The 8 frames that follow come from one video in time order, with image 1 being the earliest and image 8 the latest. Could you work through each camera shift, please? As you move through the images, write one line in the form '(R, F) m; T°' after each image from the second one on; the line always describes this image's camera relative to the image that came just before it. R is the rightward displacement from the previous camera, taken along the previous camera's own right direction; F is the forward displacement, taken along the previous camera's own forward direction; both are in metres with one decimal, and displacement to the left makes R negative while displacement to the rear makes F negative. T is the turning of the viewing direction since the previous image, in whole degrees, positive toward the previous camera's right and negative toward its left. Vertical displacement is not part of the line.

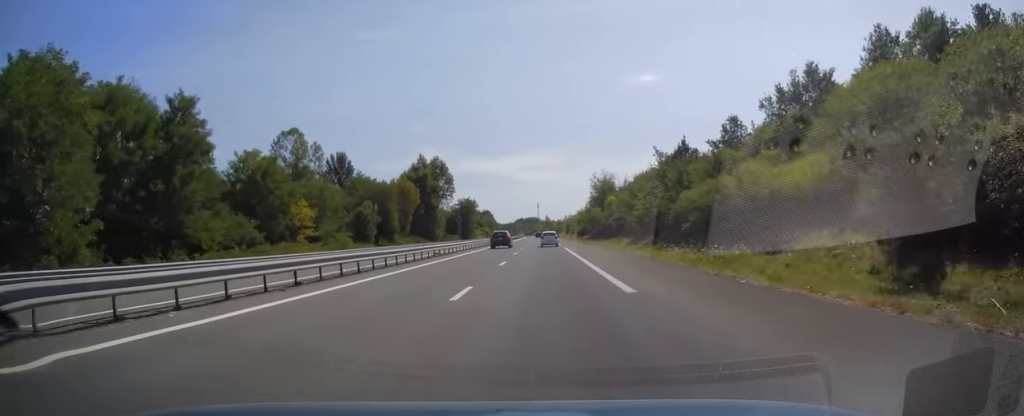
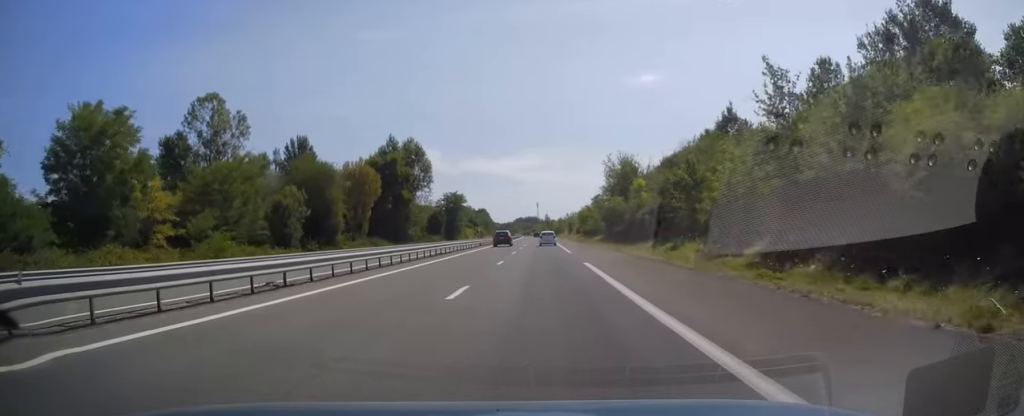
(-0.1, +26.4) m; -1°
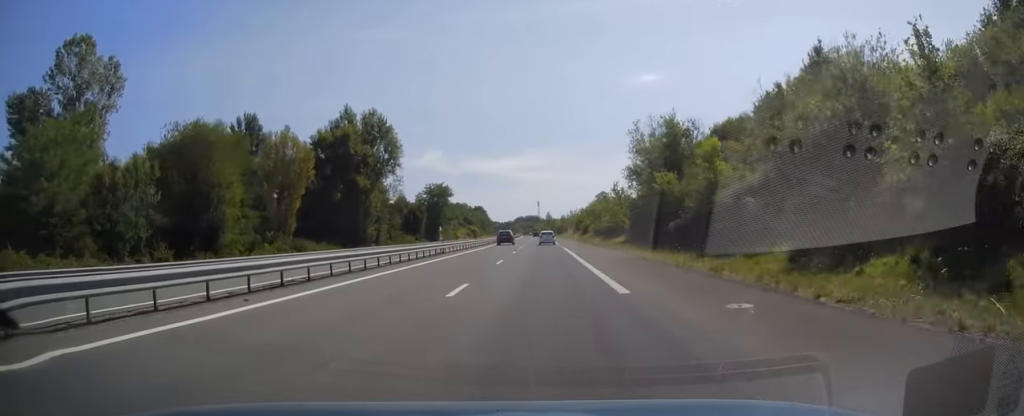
(-0.3, +25.9) m; 0°
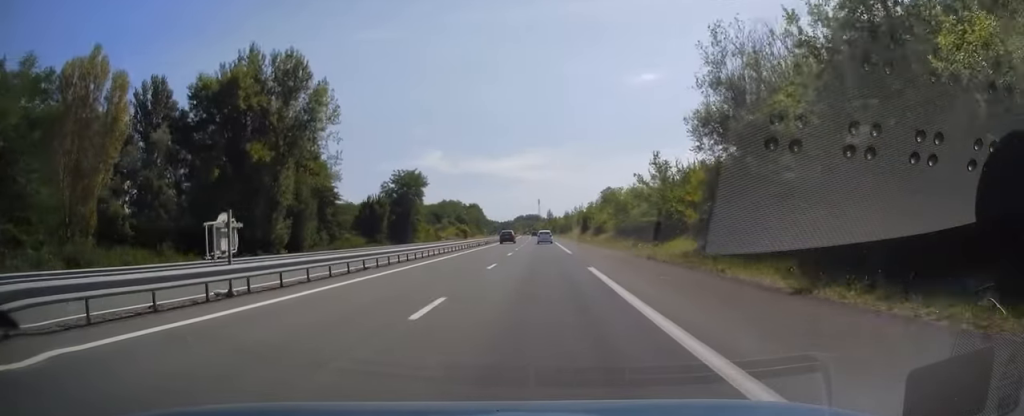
(+0.4, +29.9) m; +1°
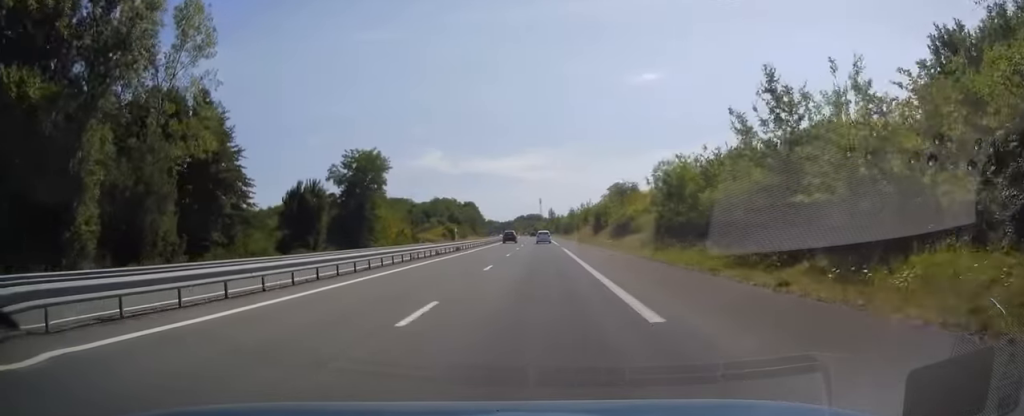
(0.0, +27.0) m; -1°
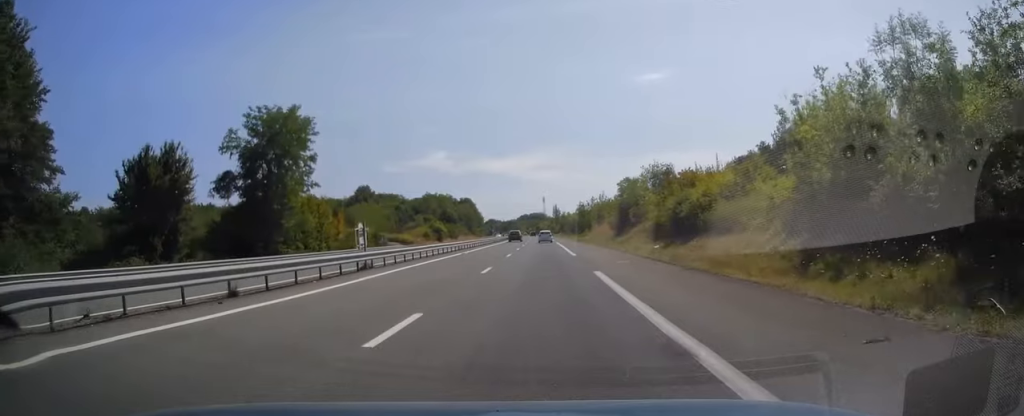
(-0.3, +28.2) m; 0°
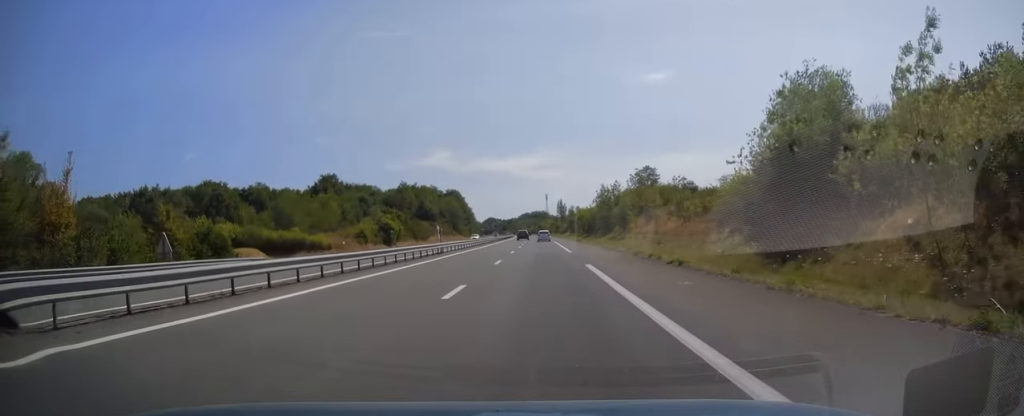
(+0.1, +48.2) m; -1°
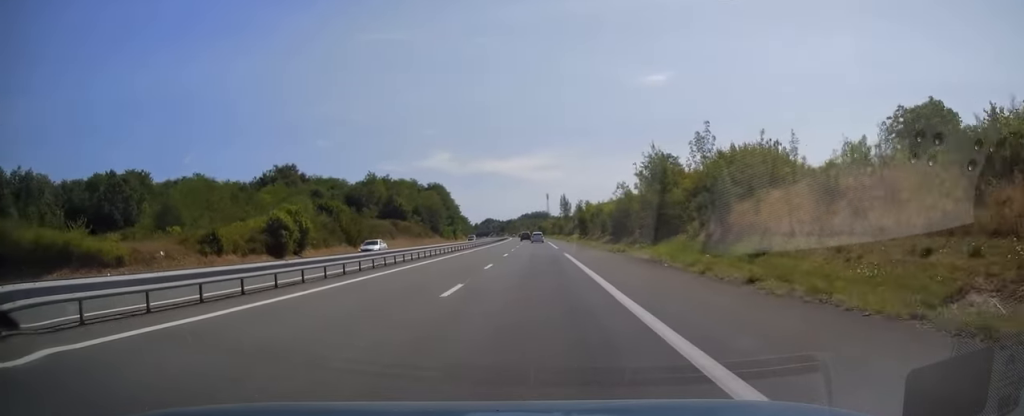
(-0.2, +39.4) m; 0°
